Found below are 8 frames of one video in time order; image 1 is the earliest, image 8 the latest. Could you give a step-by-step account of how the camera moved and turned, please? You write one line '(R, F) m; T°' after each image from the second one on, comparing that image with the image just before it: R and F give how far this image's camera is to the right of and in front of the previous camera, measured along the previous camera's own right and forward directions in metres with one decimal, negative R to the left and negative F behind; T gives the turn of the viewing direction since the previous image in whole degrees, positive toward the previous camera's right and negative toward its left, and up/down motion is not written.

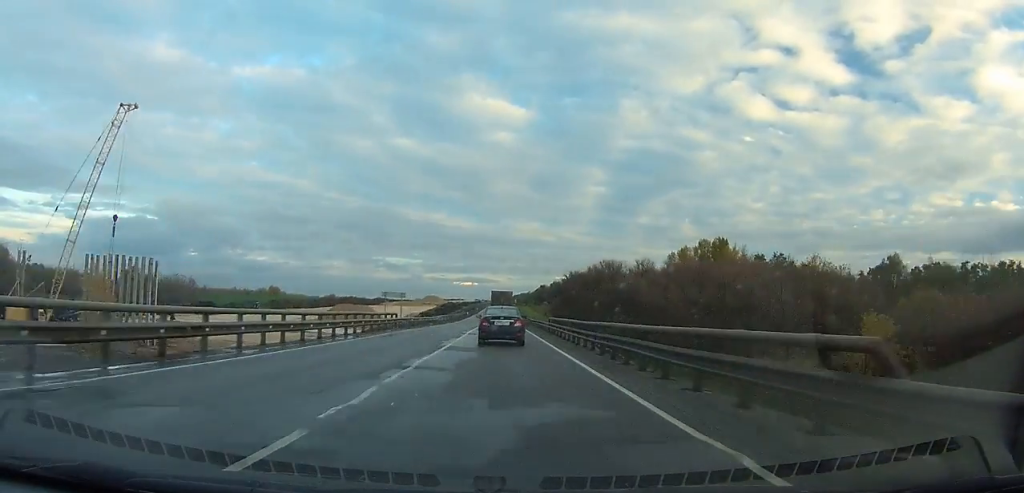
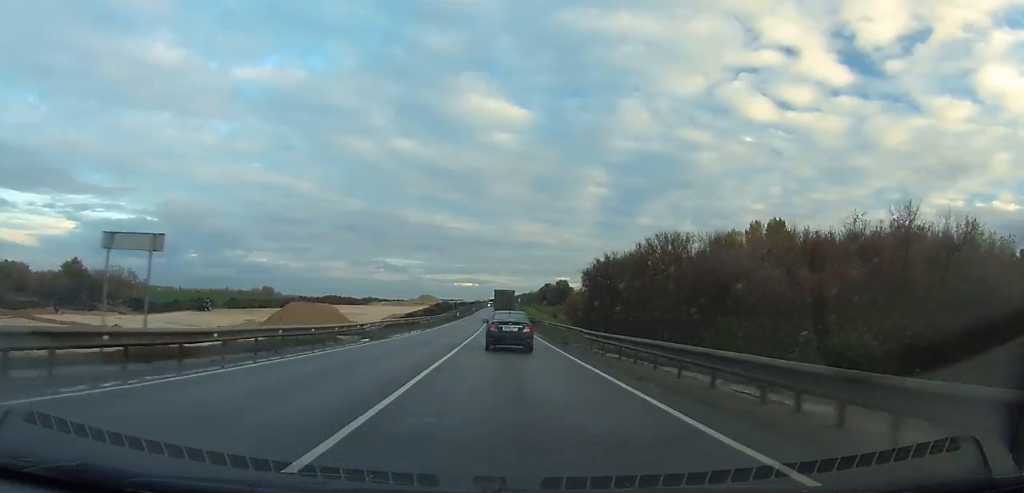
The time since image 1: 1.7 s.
(0.0, +36.5) m; 0°
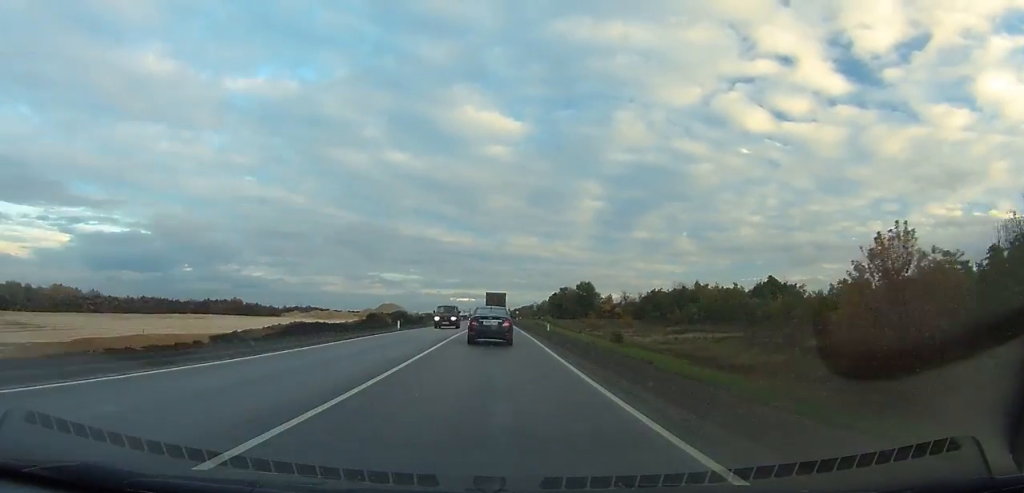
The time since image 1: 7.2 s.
(+0.1, +122.6) m; 0°
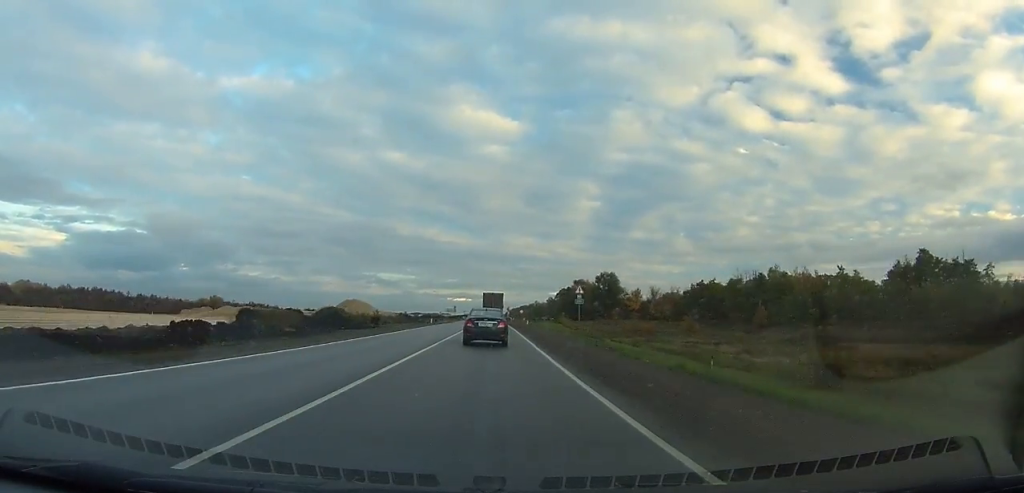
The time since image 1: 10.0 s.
(0.0, +65.2) m; 0°
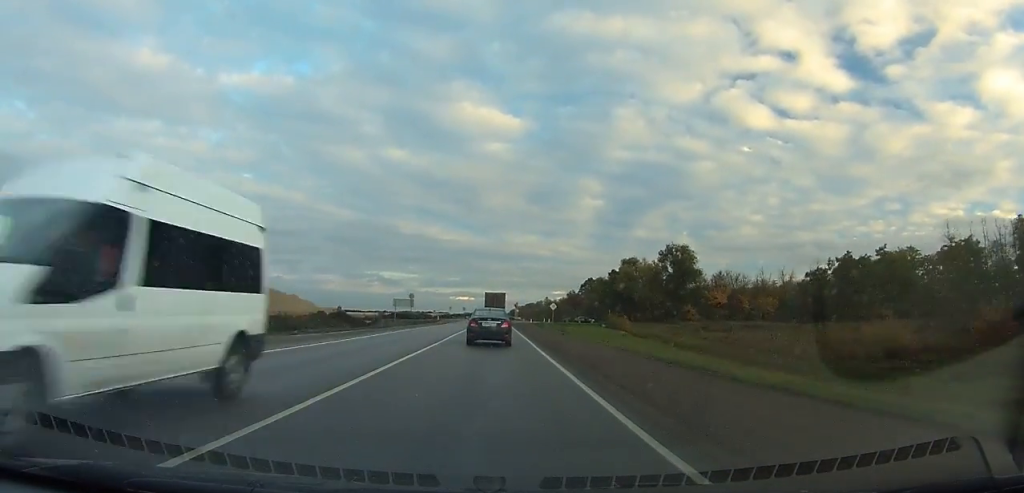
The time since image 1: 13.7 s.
(-0.2, +85.9) m; 0°
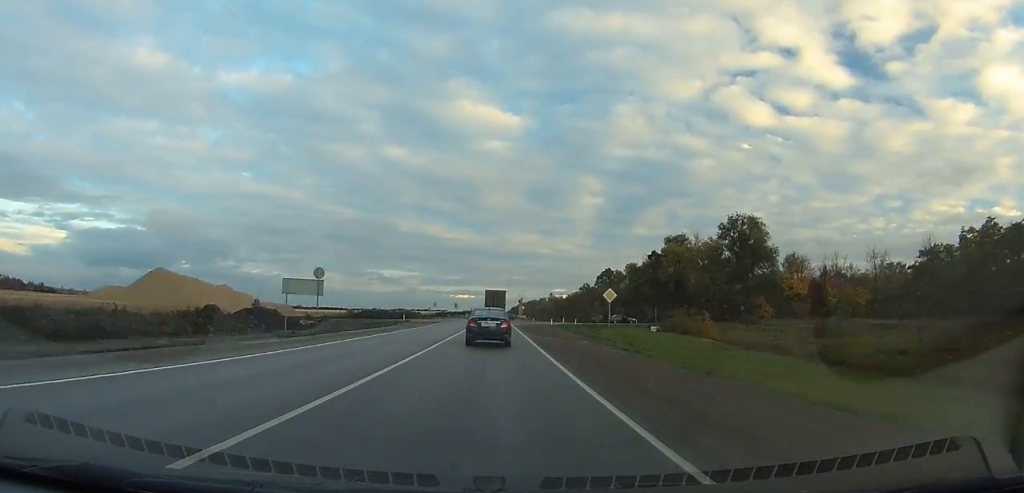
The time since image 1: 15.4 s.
(-0.1, +38.1) m; 0°
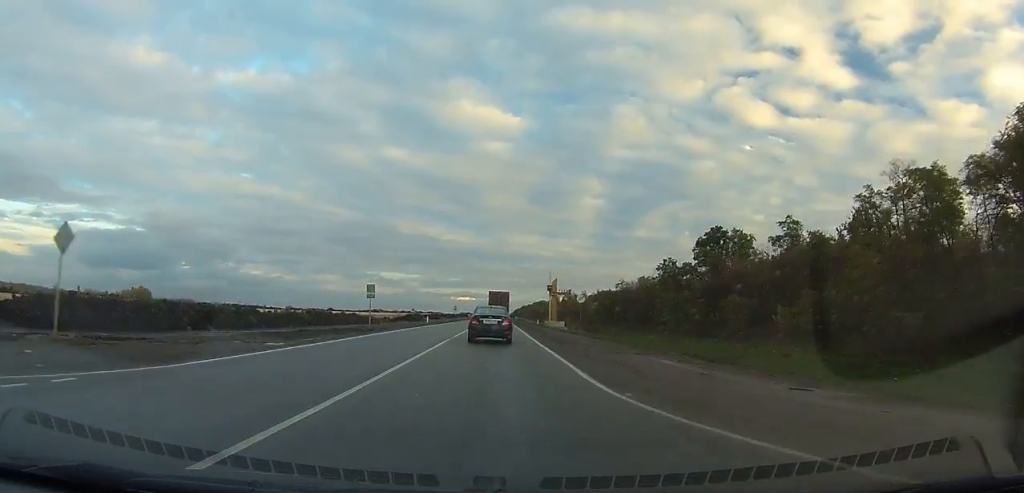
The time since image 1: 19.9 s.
(0.0, +101.1) m; 0°
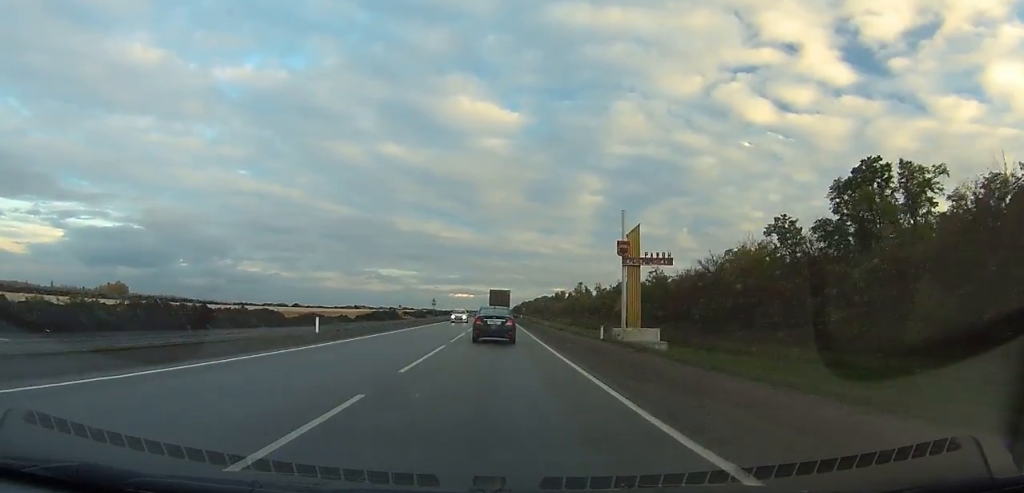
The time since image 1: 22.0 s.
(0.0, +46.9) m; 0°
